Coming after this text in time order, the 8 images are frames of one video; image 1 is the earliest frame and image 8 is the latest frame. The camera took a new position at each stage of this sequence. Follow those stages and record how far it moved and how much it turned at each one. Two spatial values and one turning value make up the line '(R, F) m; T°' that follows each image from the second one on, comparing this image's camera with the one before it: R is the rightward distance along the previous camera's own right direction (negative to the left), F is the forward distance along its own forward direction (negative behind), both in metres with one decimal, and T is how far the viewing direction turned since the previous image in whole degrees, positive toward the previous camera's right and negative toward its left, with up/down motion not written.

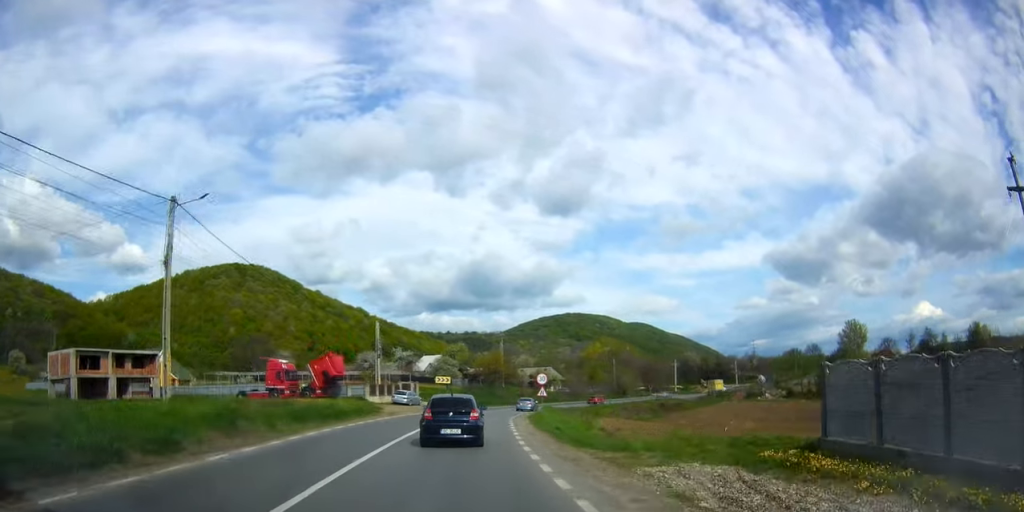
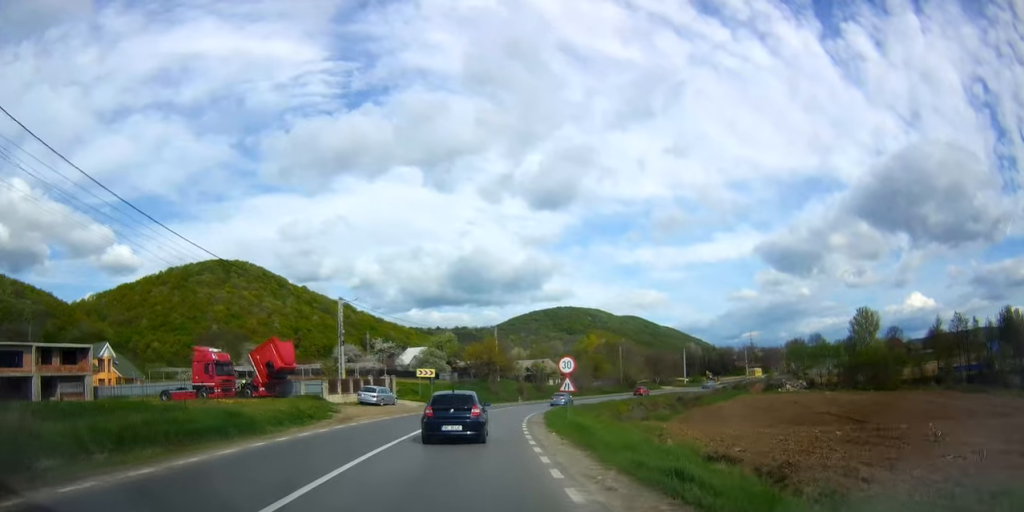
(-0.1, +13.0) m; +2°
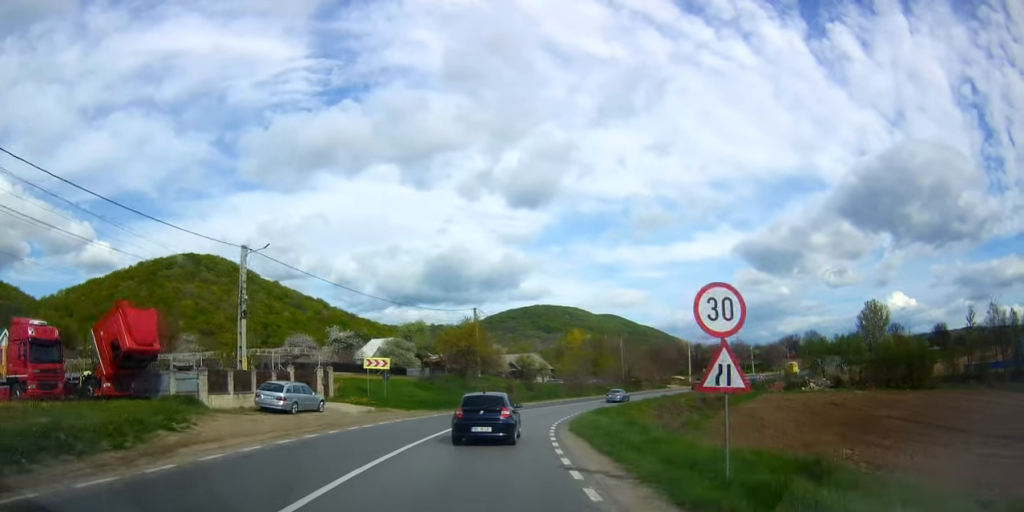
(+0.8, +17.9) m; +3°
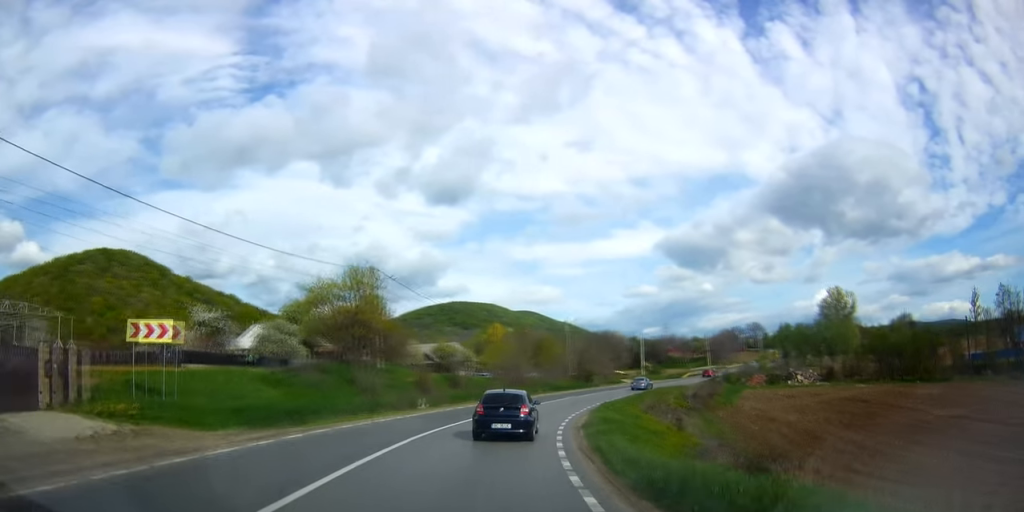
(-0.1, +21.1) m; +3°
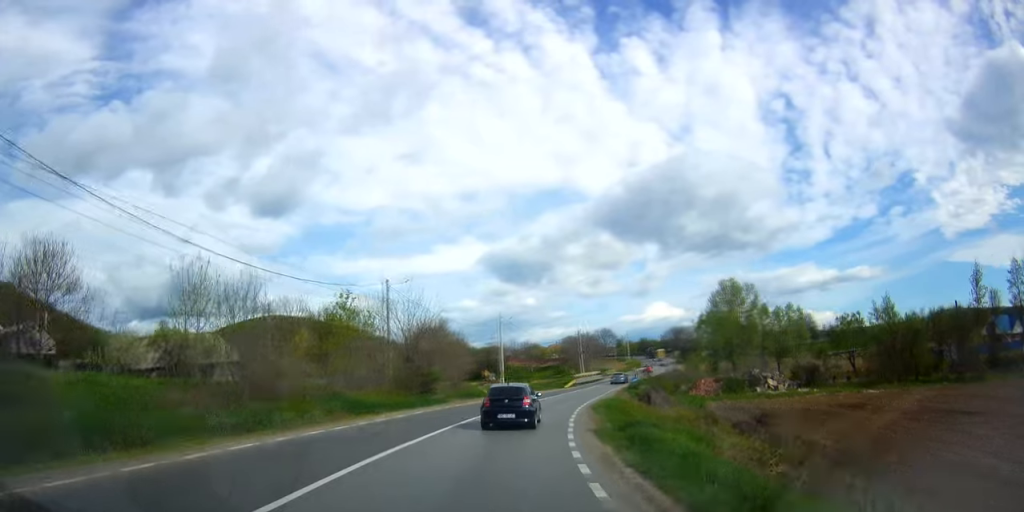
(+4.9, +36.0) m; +16°
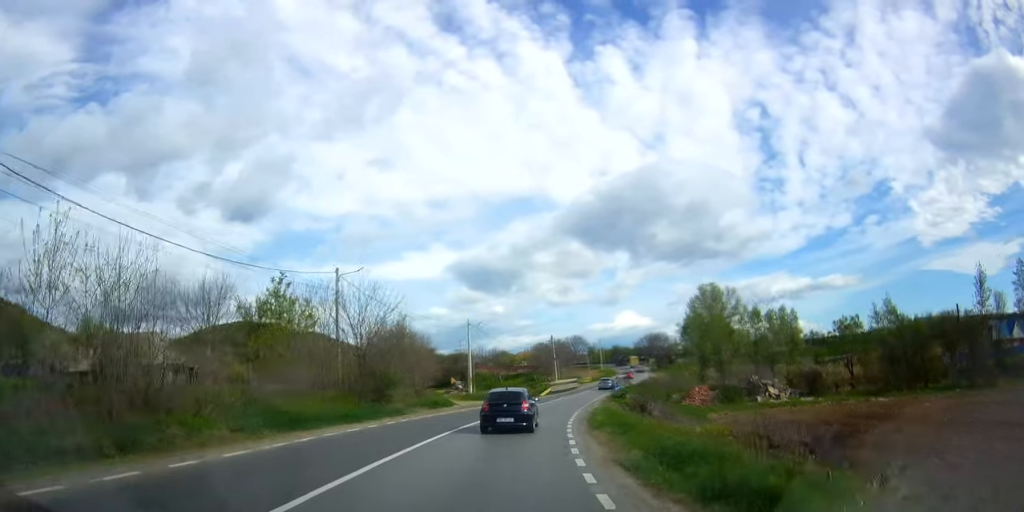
(+0.3, +6.2) m; +3°
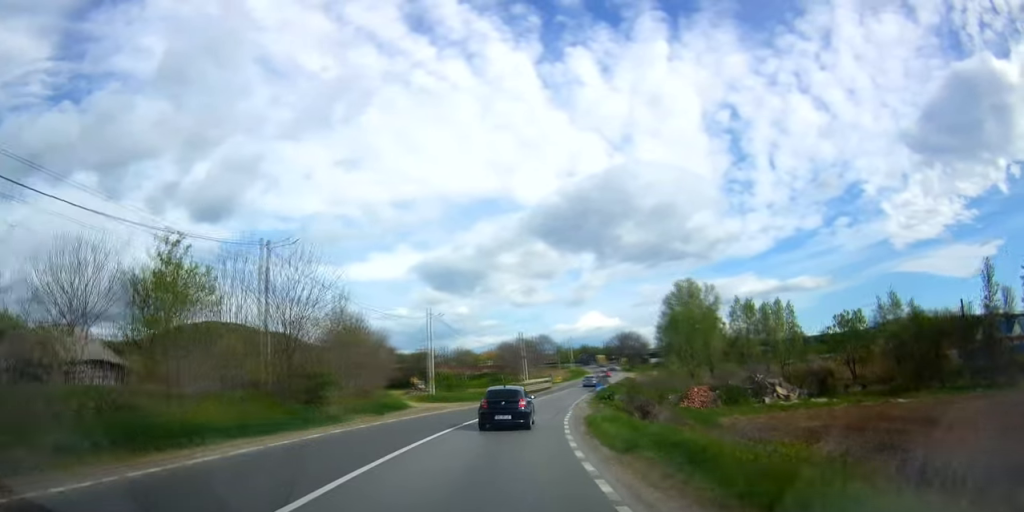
(+0.1, +7.4) m; +4°
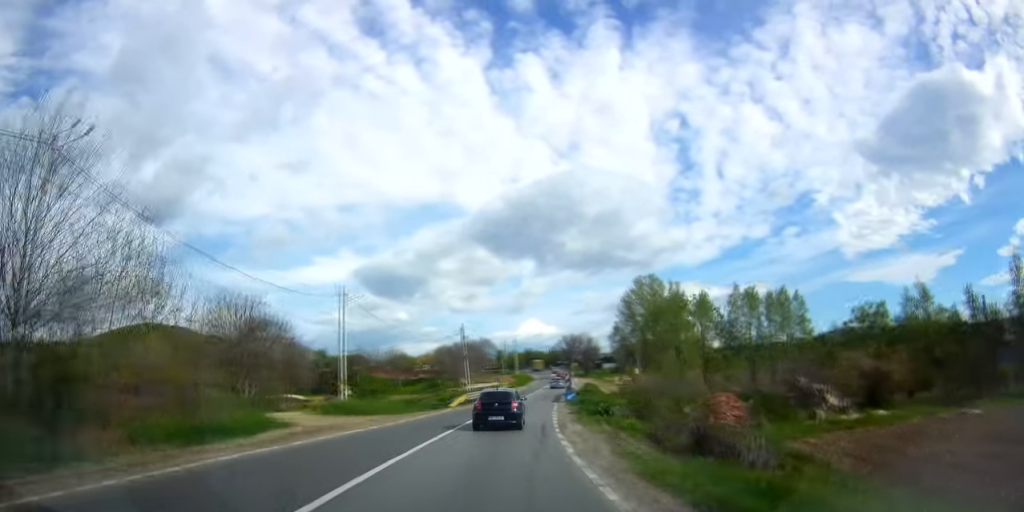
(+0.9, +14.1) m; +6°
